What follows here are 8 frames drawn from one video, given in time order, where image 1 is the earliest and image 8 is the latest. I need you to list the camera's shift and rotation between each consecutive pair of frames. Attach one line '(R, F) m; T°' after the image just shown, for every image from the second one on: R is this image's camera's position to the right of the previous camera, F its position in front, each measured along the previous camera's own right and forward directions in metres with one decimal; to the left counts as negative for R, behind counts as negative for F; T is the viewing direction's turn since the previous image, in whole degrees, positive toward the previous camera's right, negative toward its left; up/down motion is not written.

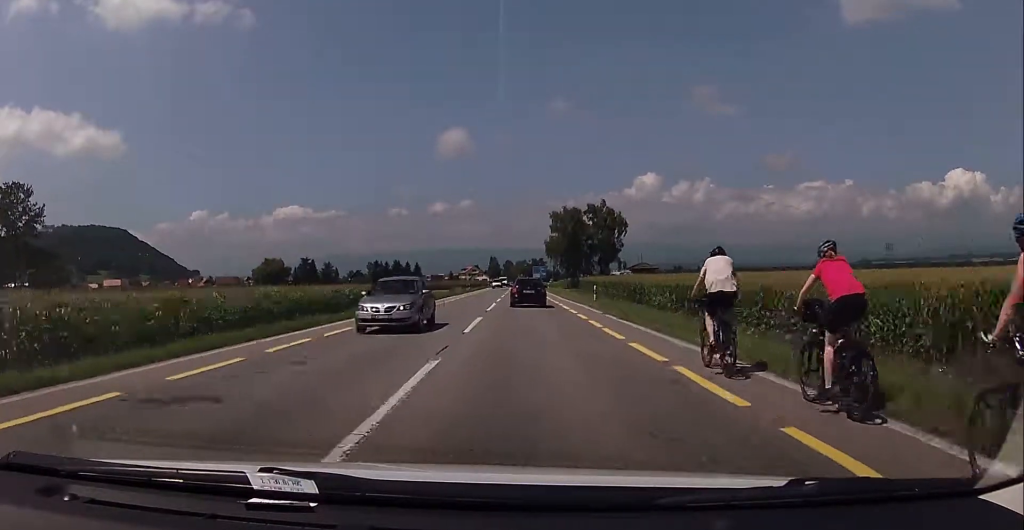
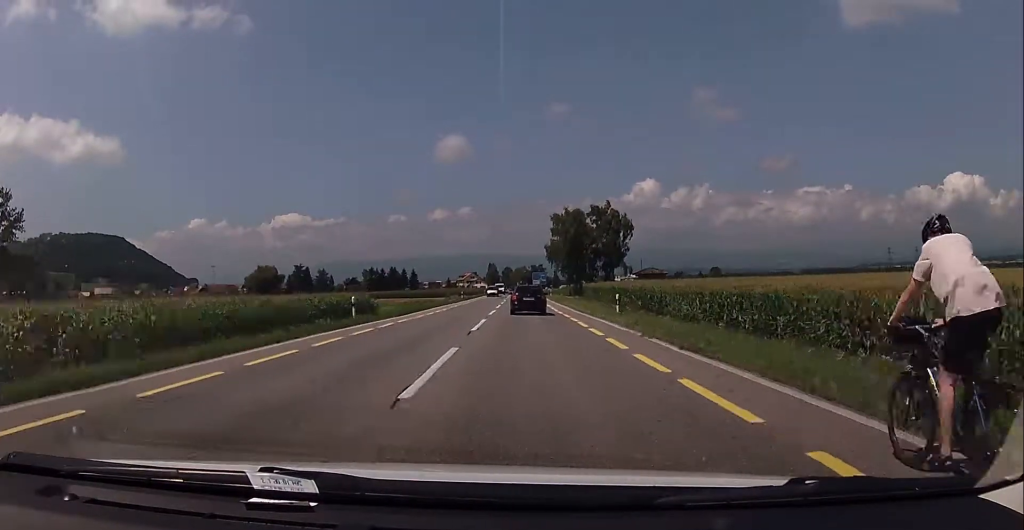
(-0.1, +8.6) m; 0°
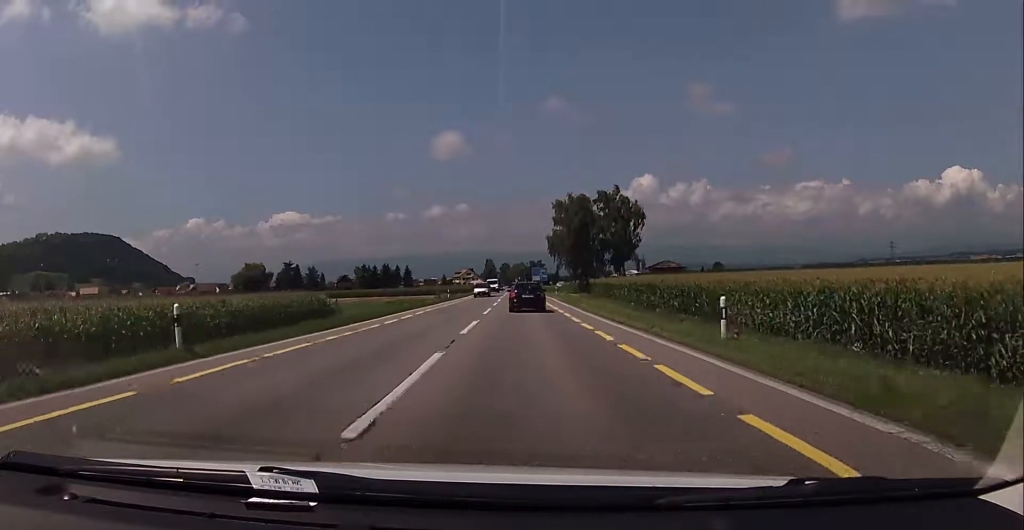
(+0.2, +14.4) m; 0°
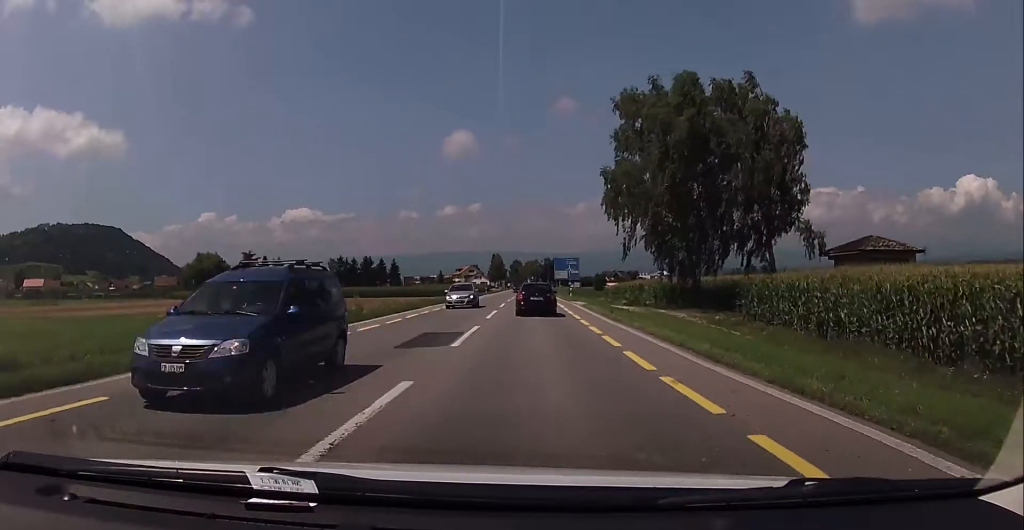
(-0.5, +64.8) m; 0°
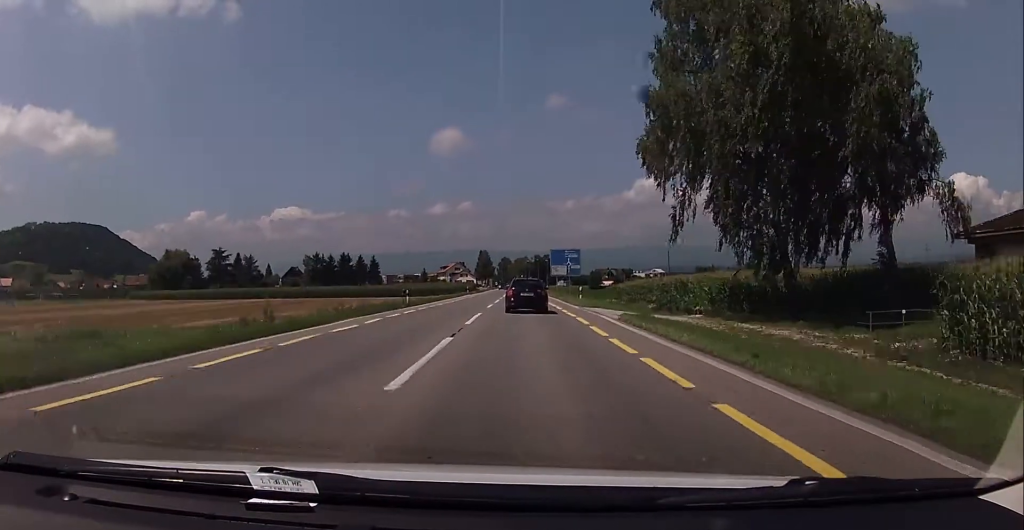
(-0.1, +18.5) m; 0°
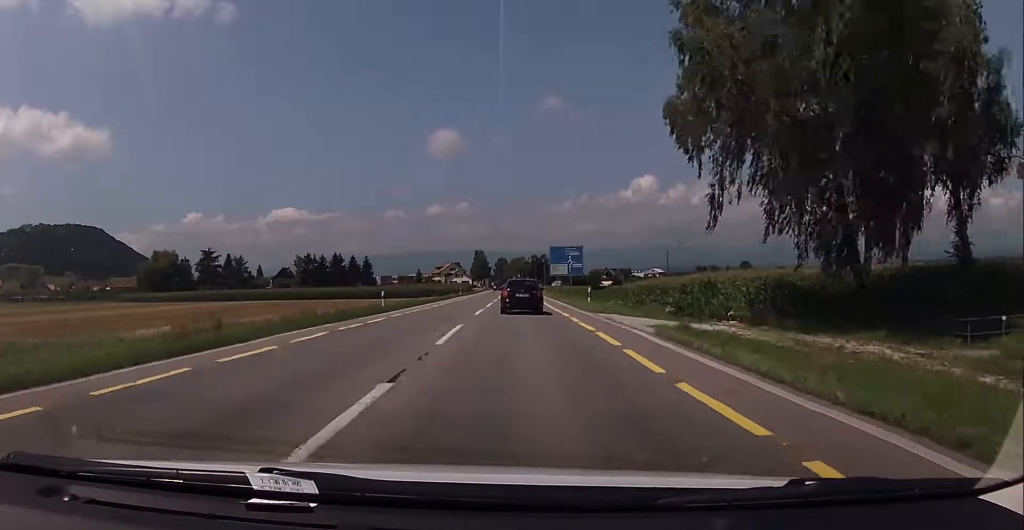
(-0.2, +6.7) m; 0°
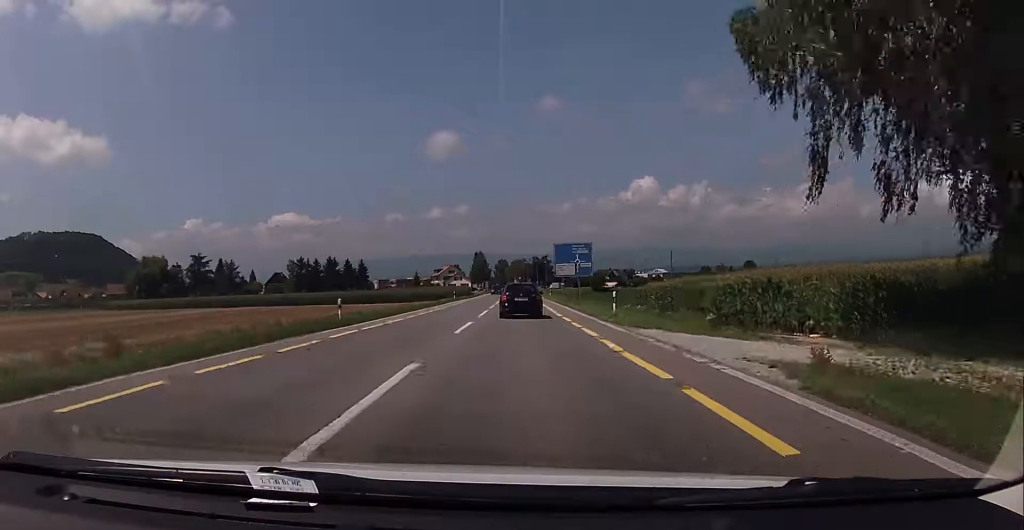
(+0.2, +8.8) m; 0°
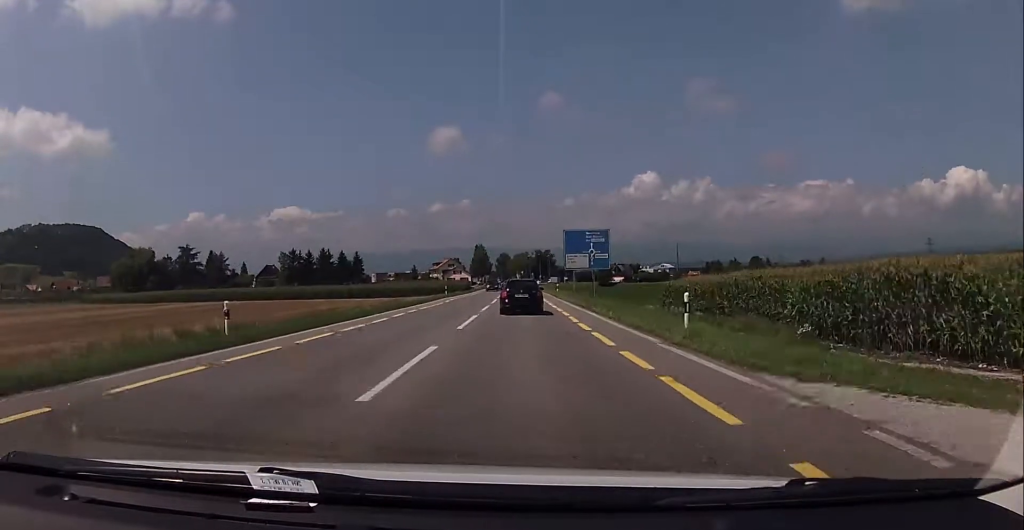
(+0.1, +11.0) m; 0°
